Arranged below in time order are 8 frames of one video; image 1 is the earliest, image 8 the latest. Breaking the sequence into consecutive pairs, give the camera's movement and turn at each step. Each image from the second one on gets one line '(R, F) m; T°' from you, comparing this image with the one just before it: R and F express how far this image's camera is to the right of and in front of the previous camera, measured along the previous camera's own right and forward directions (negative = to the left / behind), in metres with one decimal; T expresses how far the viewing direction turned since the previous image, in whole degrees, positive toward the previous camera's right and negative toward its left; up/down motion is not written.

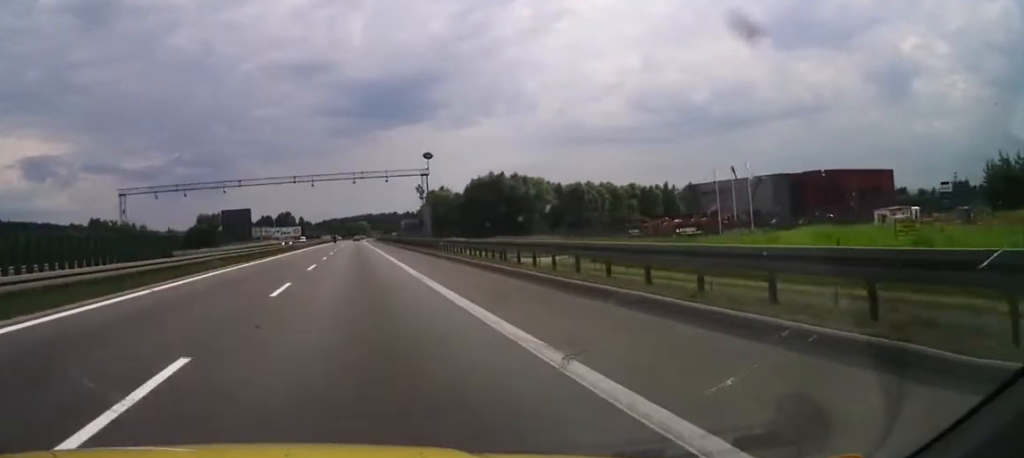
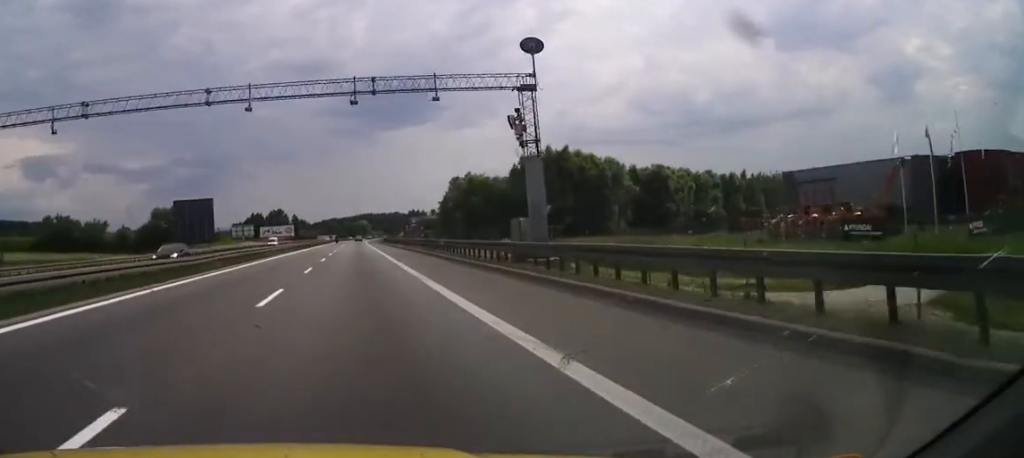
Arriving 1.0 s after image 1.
(0.0, +38.0) m; 0°
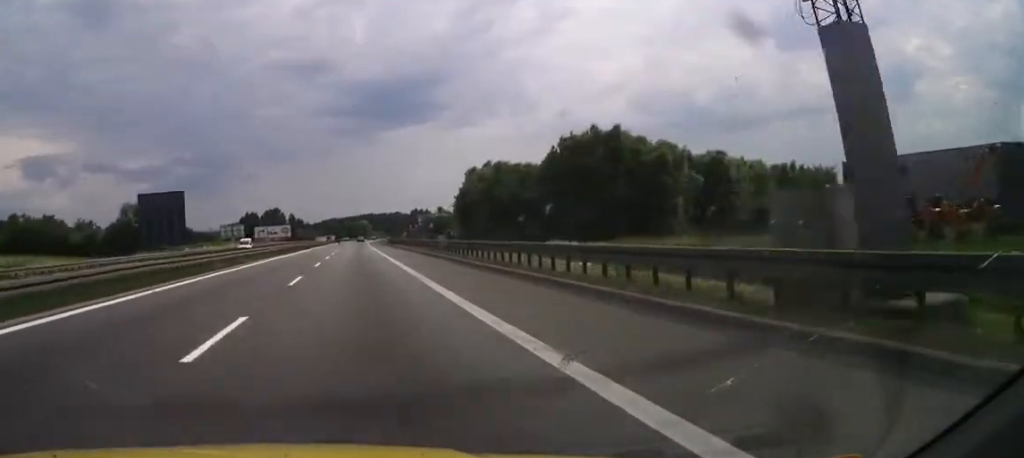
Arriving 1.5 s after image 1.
(0.0, +17.8) m; 0°
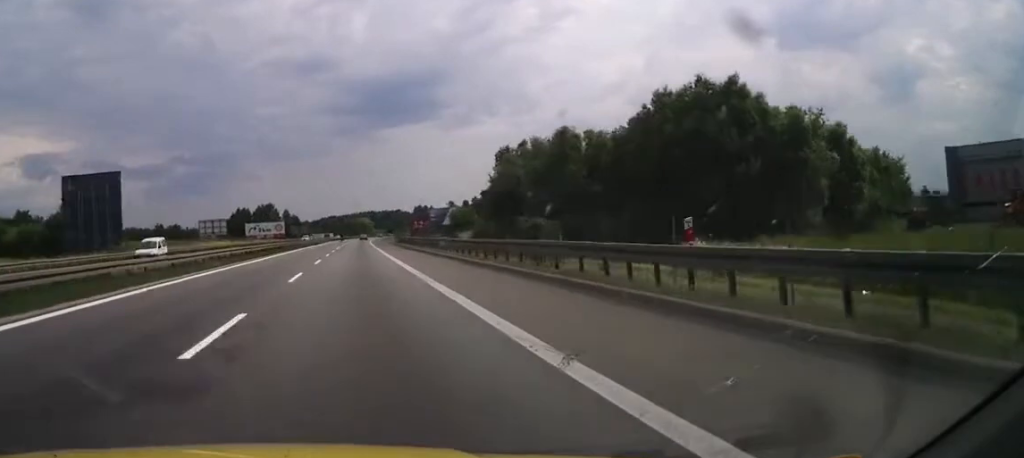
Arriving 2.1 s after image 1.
(+0.1, +24.1) m; 0°
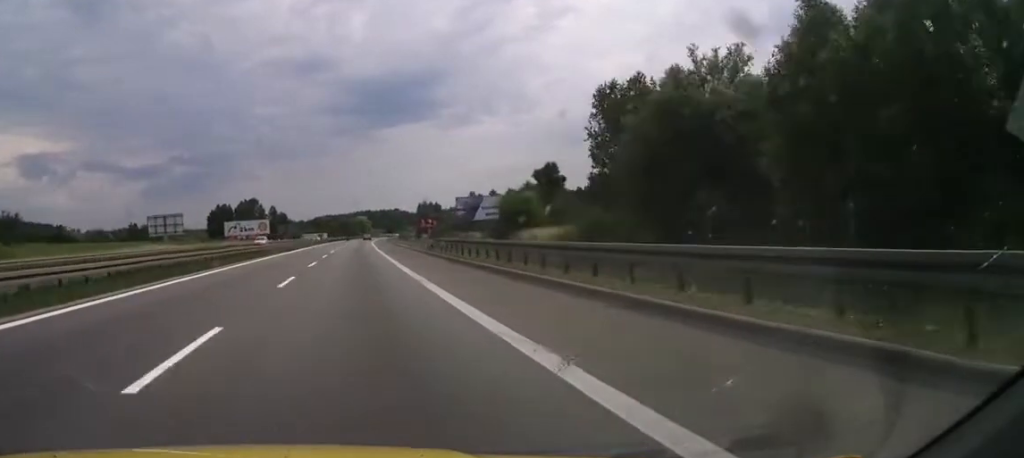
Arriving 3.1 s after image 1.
(-0.3, +38.1) m; 0°
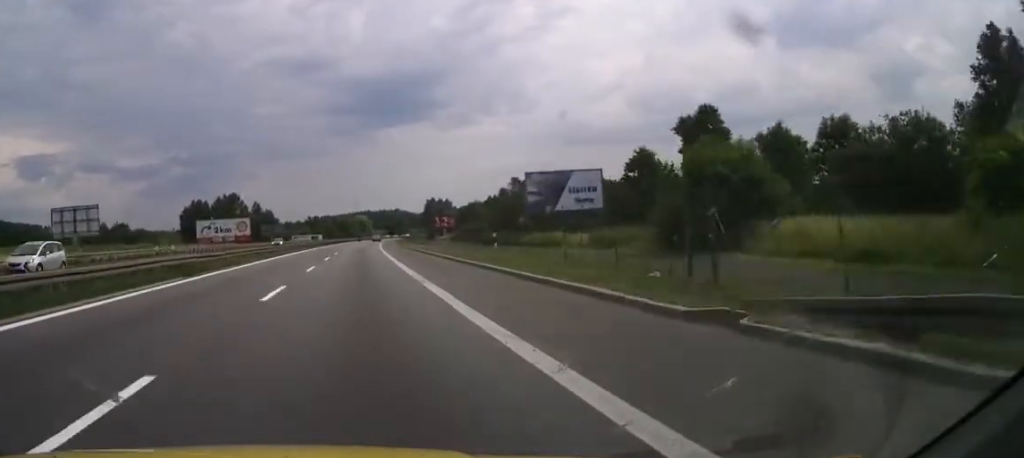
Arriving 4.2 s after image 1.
(+0.6, +40.2) m; 0°
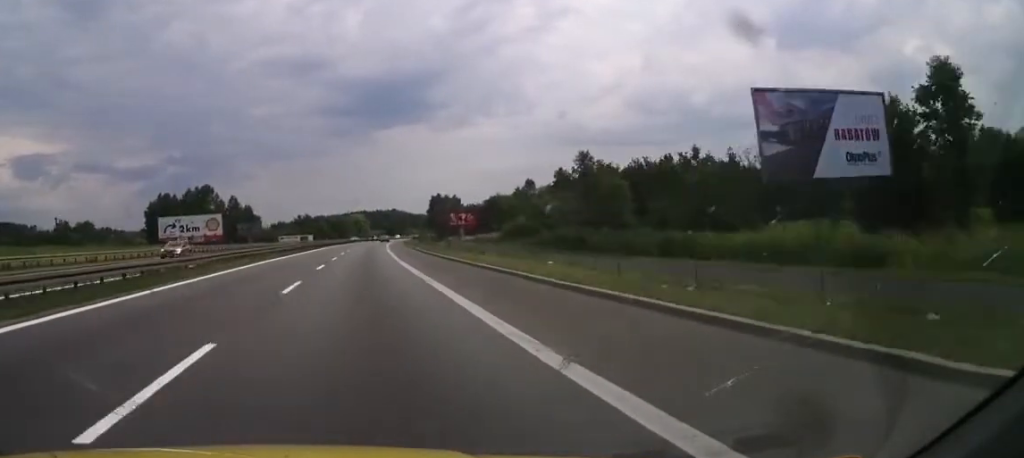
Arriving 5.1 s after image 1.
(-0.2, +35.2) m; 0°
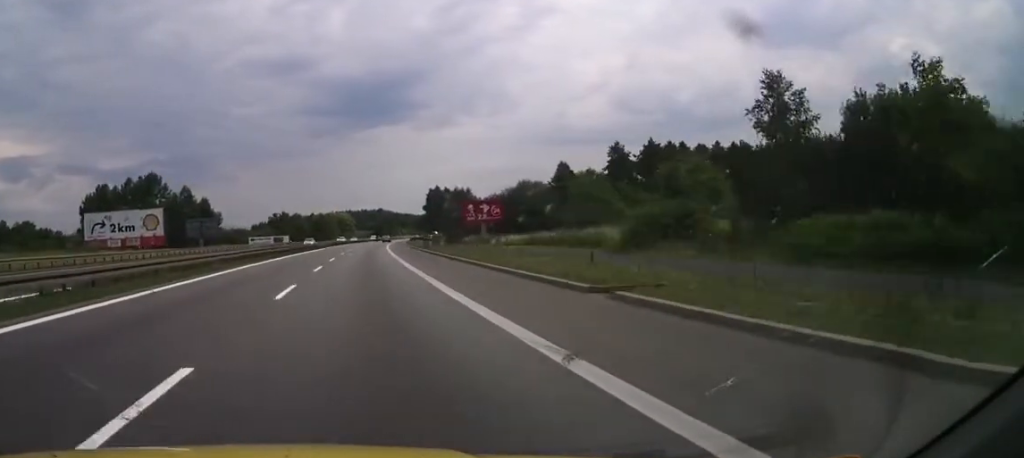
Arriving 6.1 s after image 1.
(0.0, +38.4) m; 0°
